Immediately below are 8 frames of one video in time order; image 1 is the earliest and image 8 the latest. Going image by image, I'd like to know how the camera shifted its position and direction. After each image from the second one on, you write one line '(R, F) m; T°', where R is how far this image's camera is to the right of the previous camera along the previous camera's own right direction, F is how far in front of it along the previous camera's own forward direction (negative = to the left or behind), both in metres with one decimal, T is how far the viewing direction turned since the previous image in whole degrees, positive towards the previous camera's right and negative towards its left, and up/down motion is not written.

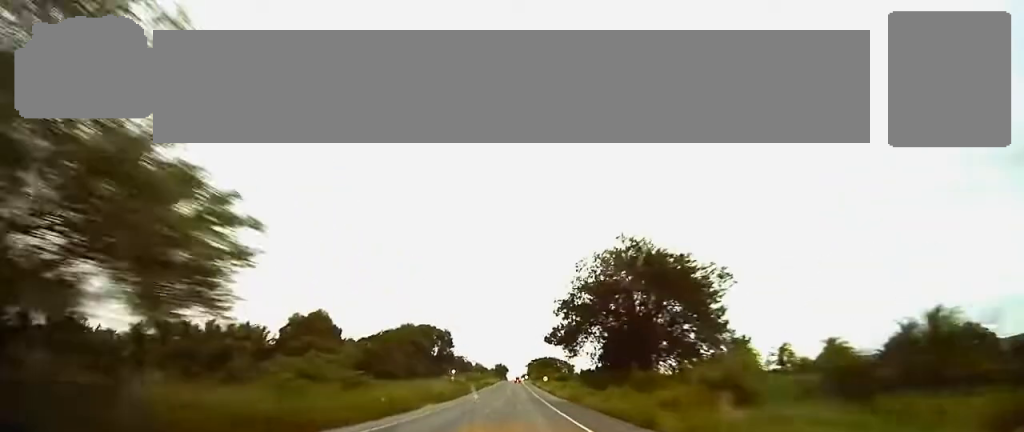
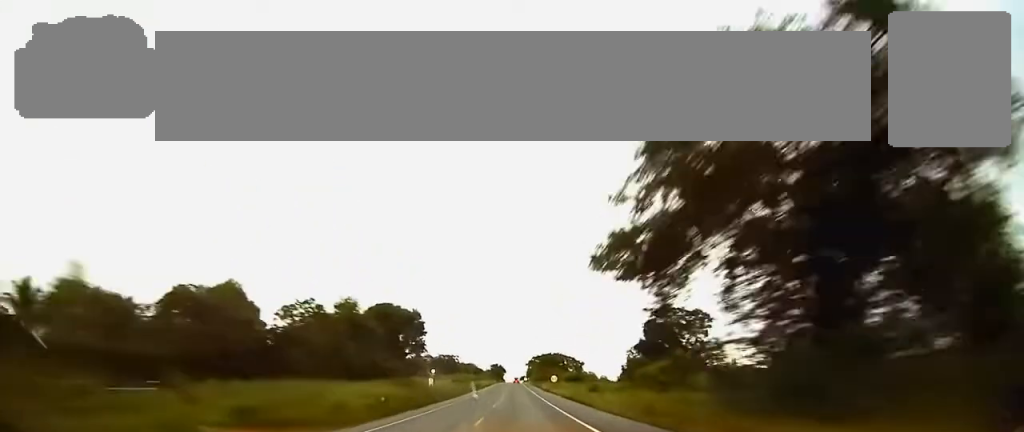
(0.0, +36.5) m; 0°
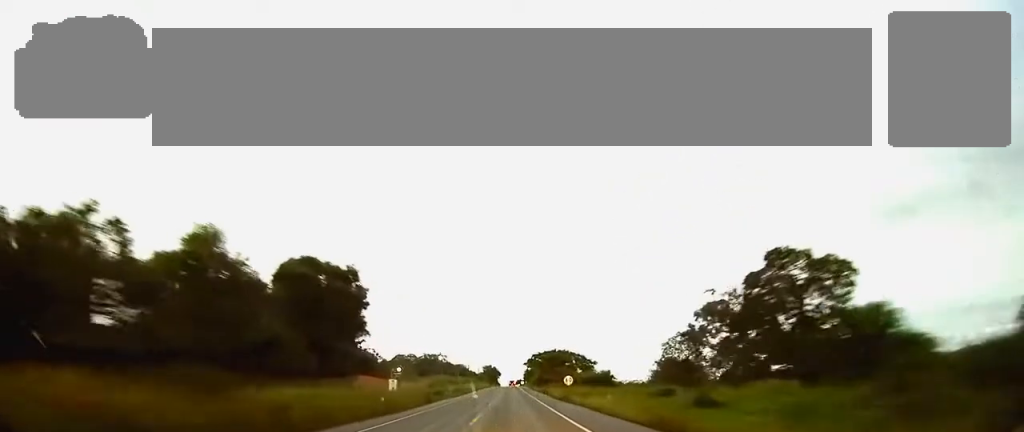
(+0.1, +33.4) m; 0°
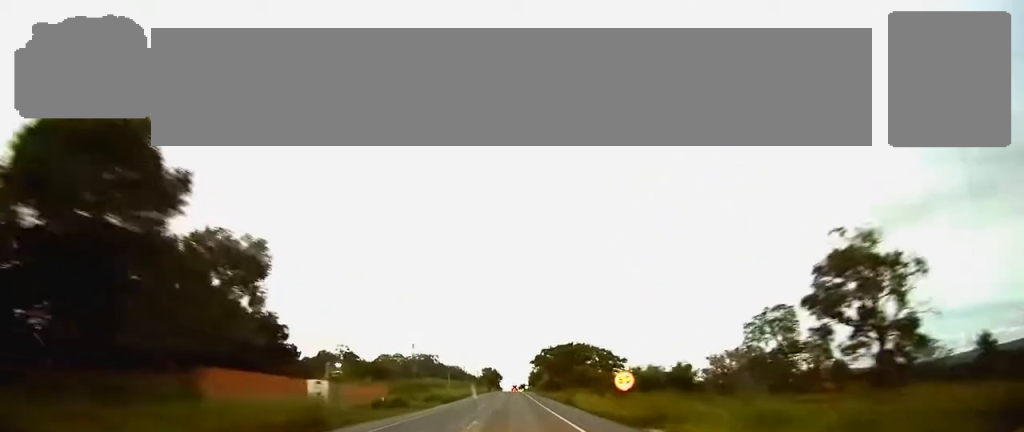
(+0.1, +33.3) m; 0°
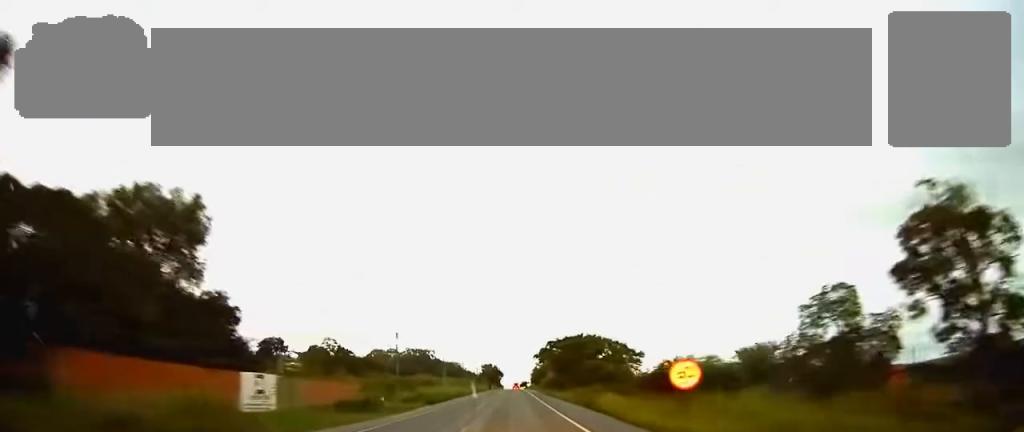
(0.0, +12.5) m; 0°
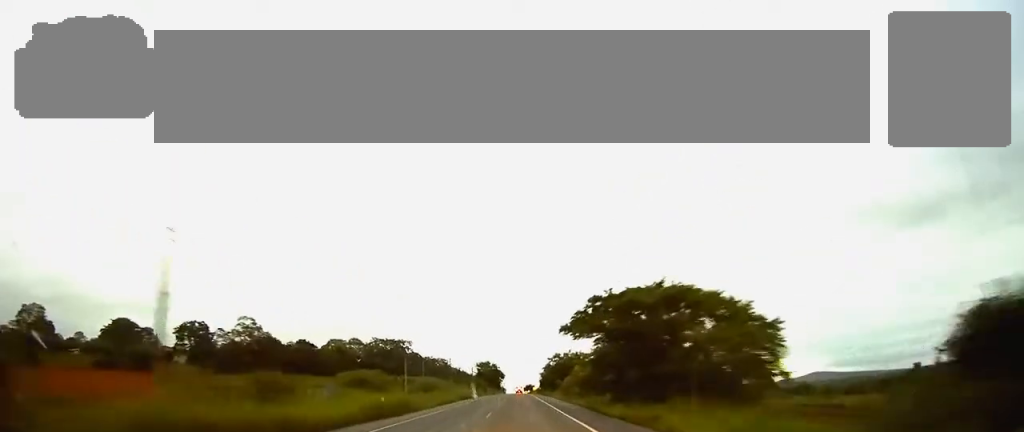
(-0.1, +47.4) m; 0°
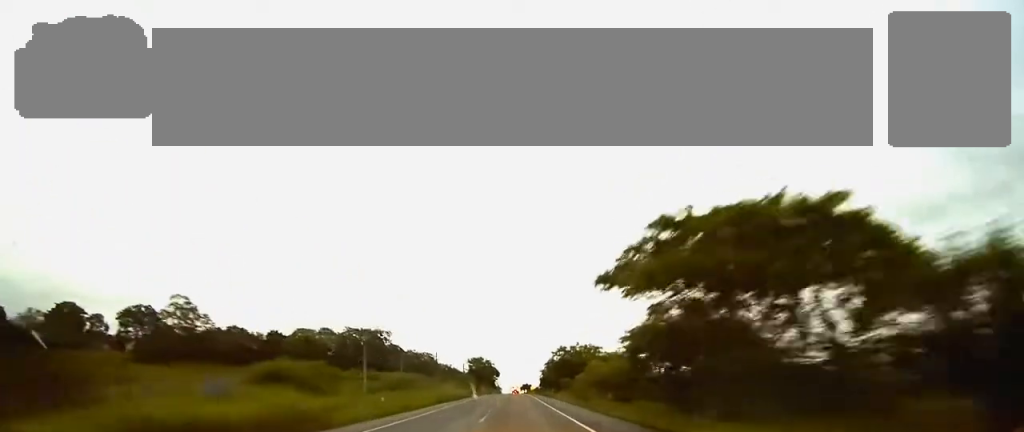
(0.0, +20.4) m; 0°
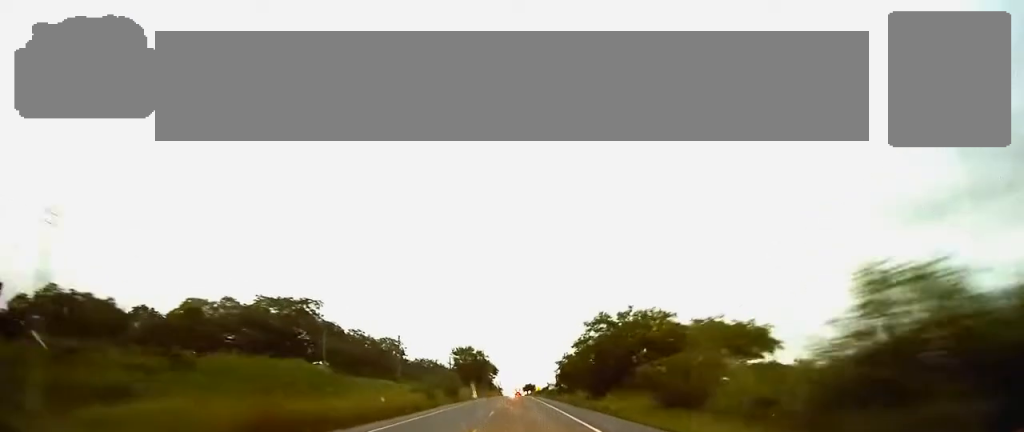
(-0.1, +43.9) m; 0°
